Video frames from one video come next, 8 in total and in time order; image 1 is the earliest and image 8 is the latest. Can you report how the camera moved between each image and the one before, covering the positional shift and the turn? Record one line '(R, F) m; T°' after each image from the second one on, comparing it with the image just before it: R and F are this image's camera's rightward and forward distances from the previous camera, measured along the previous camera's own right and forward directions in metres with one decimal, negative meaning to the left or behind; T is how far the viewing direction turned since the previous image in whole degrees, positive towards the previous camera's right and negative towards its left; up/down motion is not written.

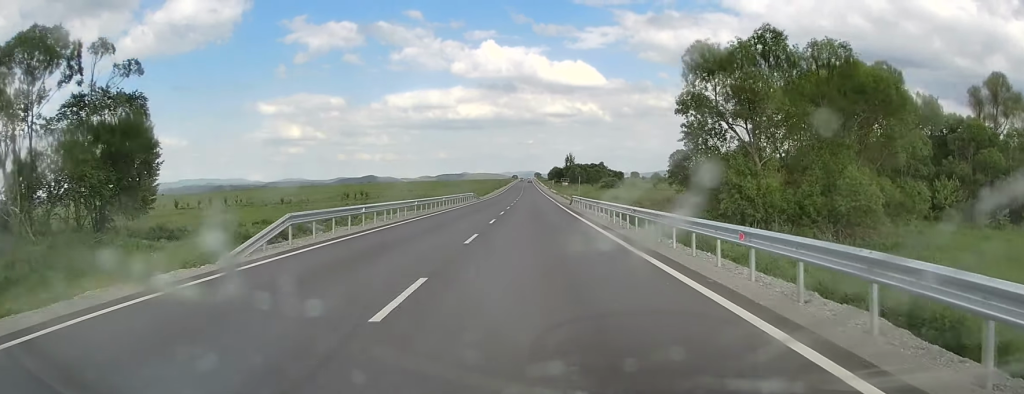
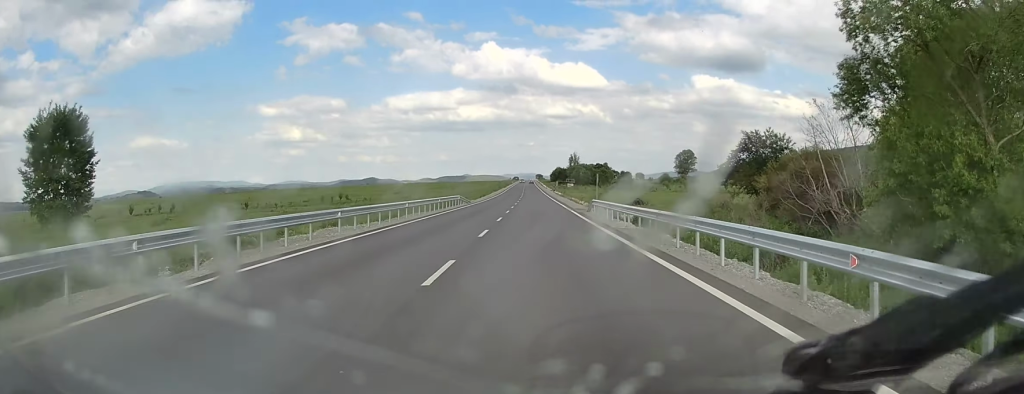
(0.0, +15.9) m; 0°
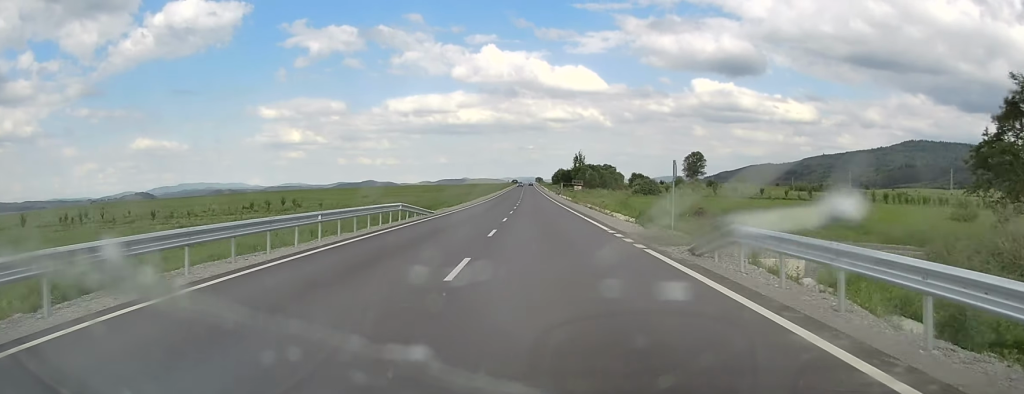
(0.0, +26.8) m; 0°
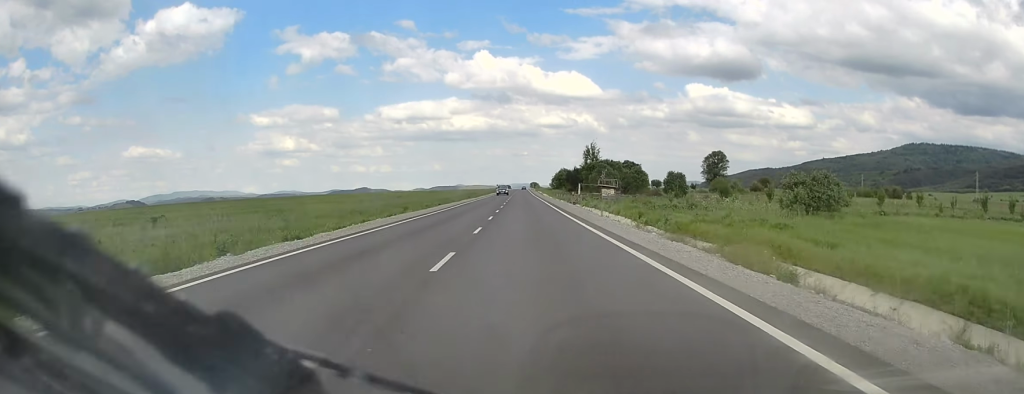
(+0.8, +62.7) m; +1°
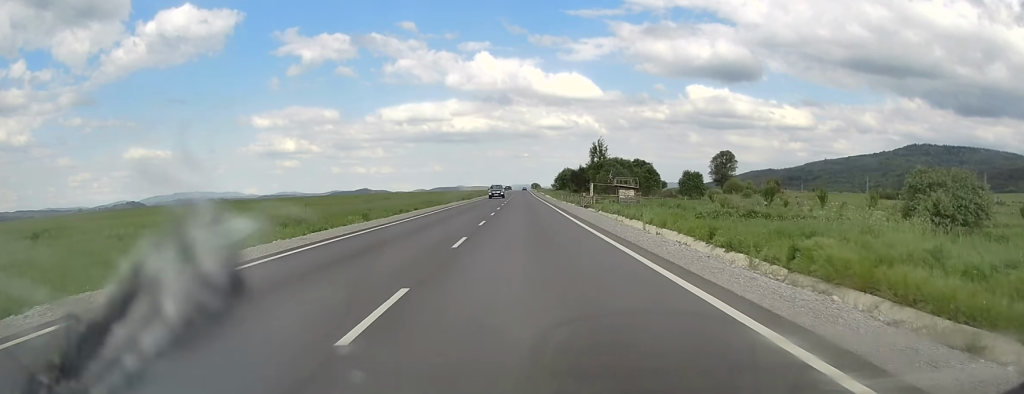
(-0.1, +14.0) m; 0°
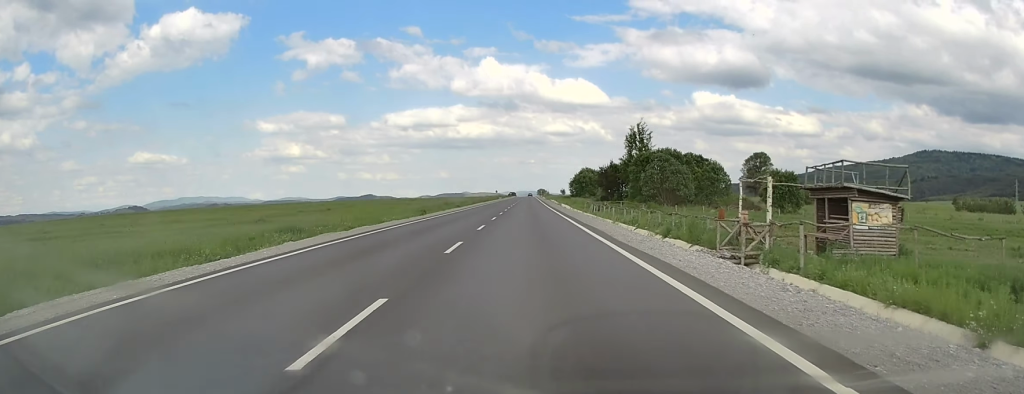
(-0.5, +46.1) m; -1°
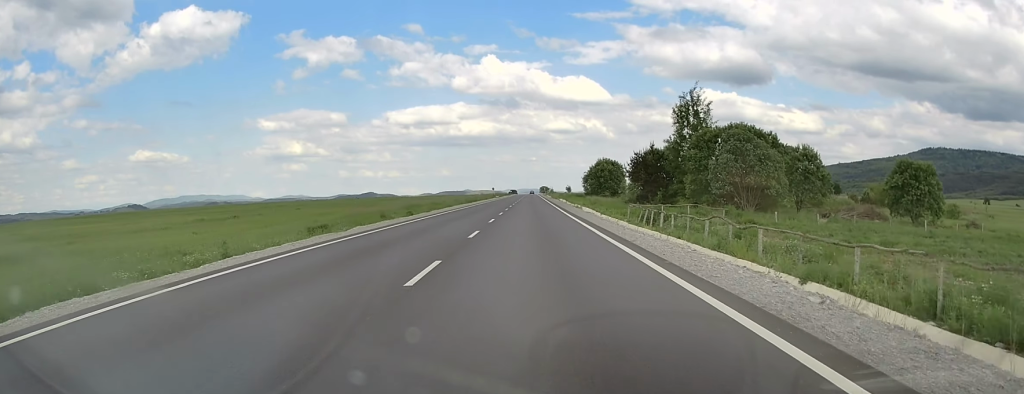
(-0.1, +32.1) m; 0°
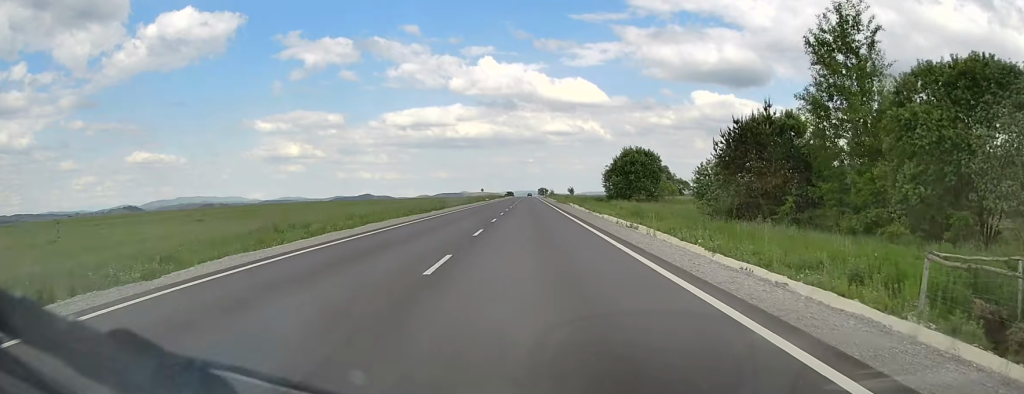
(+0.1, +35.1) m; 0°
